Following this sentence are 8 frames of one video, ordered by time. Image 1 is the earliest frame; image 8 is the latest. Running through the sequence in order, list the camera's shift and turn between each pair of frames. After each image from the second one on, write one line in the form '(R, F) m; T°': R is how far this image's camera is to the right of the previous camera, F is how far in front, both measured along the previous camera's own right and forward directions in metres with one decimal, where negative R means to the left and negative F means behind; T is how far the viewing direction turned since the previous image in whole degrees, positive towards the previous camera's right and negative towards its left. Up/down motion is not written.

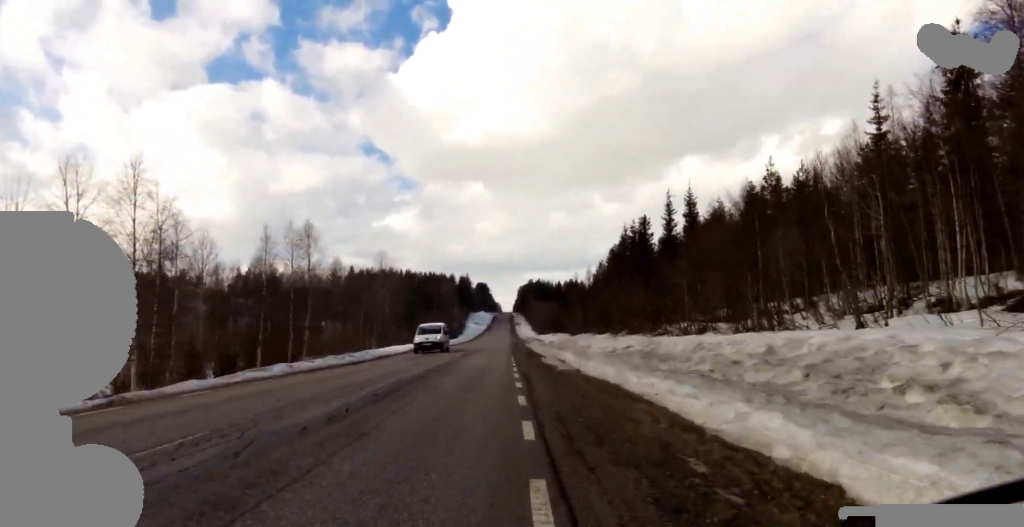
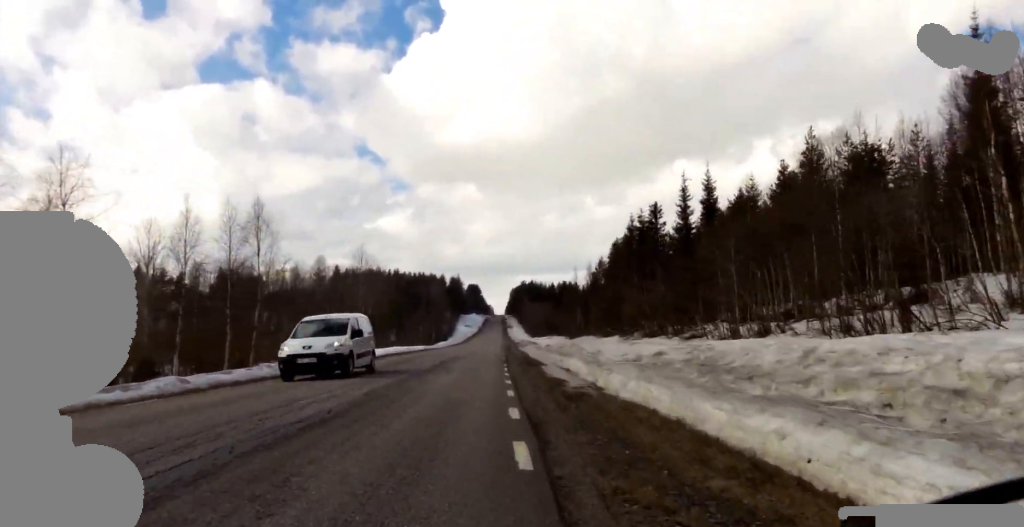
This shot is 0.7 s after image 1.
(-0.6, +7.4) m; -5°
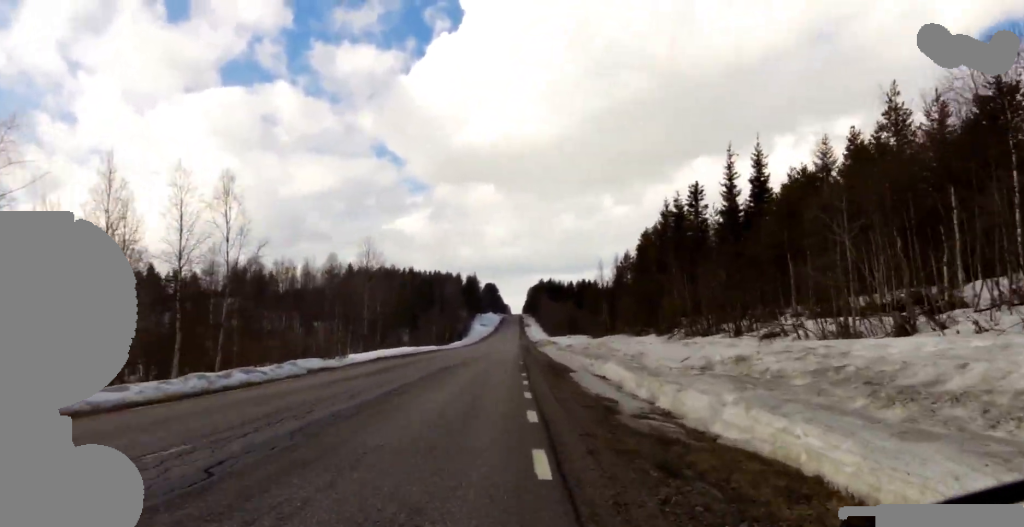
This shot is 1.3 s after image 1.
(-0.1, +6.3) m; -1°
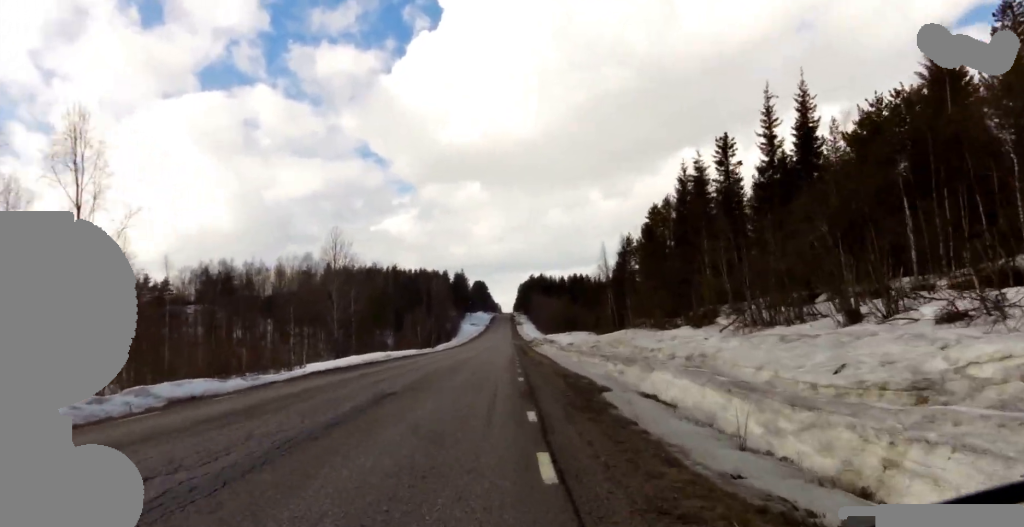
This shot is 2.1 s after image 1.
(-0.1, +8.8) m; -1°
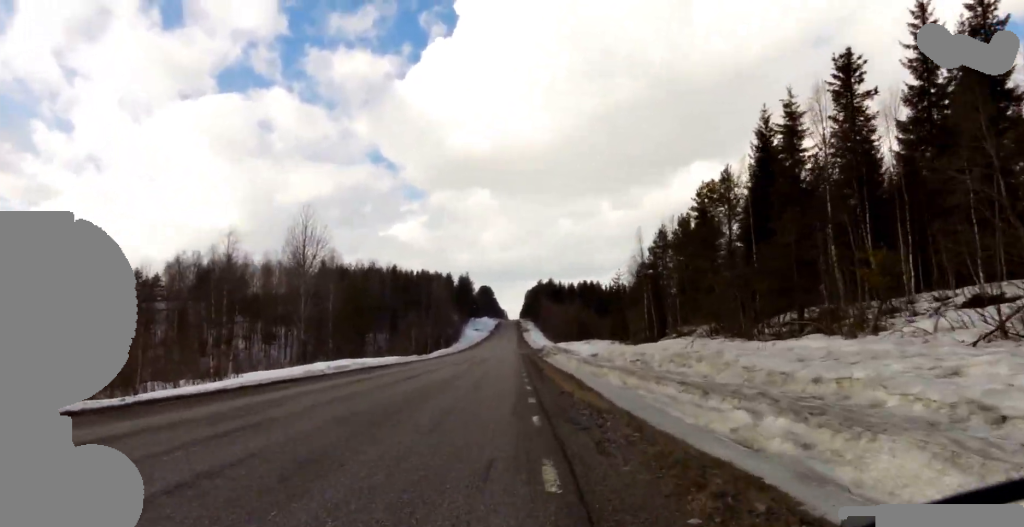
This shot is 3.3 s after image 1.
(0.0, +12.4) m; 0°
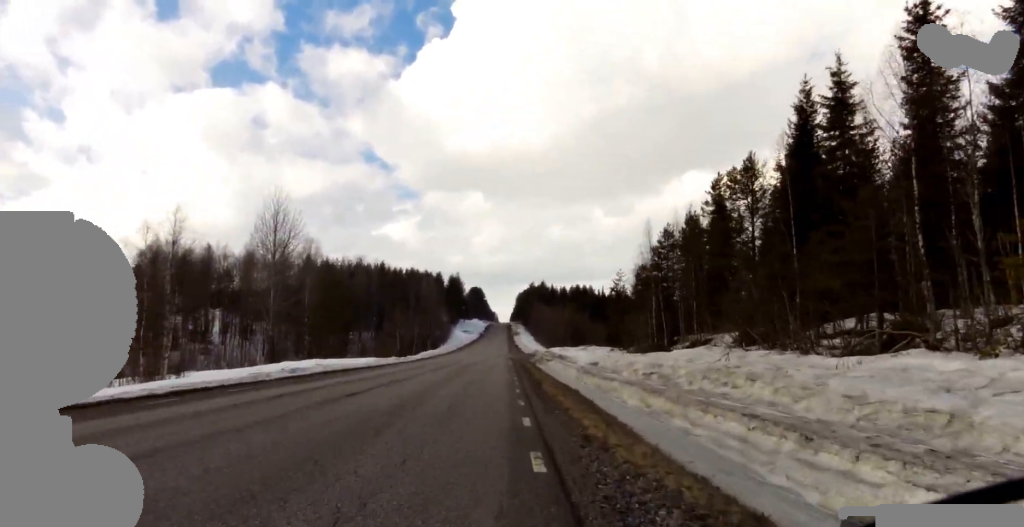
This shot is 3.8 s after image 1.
(+0.1, +5.0) m; 0°
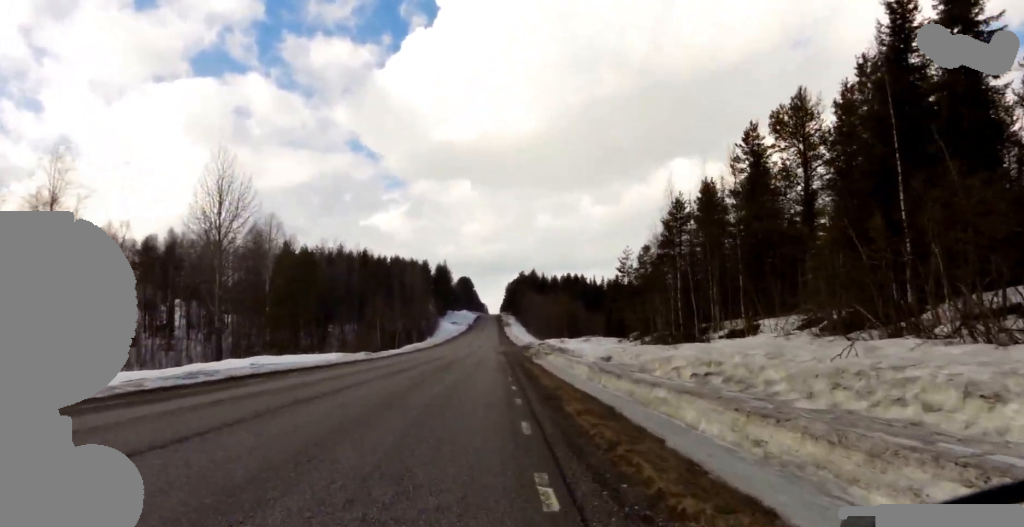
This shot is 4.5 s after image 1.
(-0.2, +7.5) m; +5°
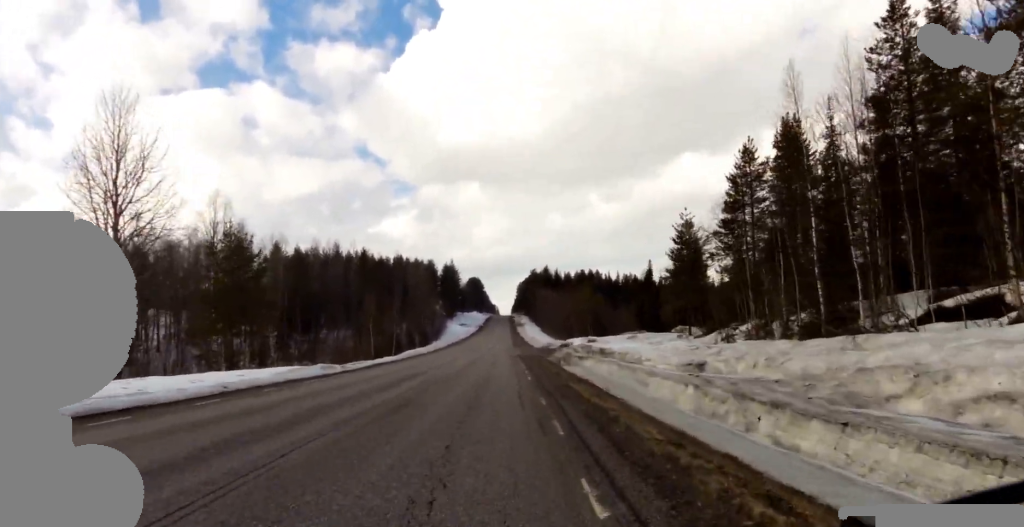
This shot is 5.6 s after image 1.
(+1.4, +12.2) m; +4°
